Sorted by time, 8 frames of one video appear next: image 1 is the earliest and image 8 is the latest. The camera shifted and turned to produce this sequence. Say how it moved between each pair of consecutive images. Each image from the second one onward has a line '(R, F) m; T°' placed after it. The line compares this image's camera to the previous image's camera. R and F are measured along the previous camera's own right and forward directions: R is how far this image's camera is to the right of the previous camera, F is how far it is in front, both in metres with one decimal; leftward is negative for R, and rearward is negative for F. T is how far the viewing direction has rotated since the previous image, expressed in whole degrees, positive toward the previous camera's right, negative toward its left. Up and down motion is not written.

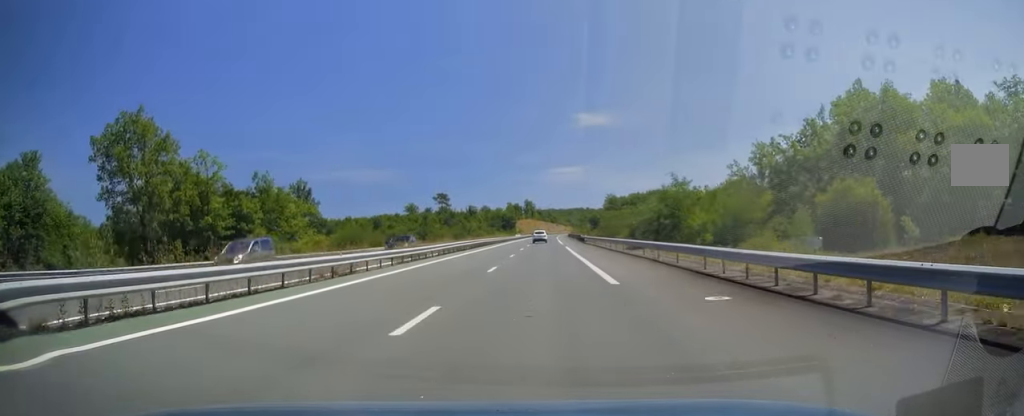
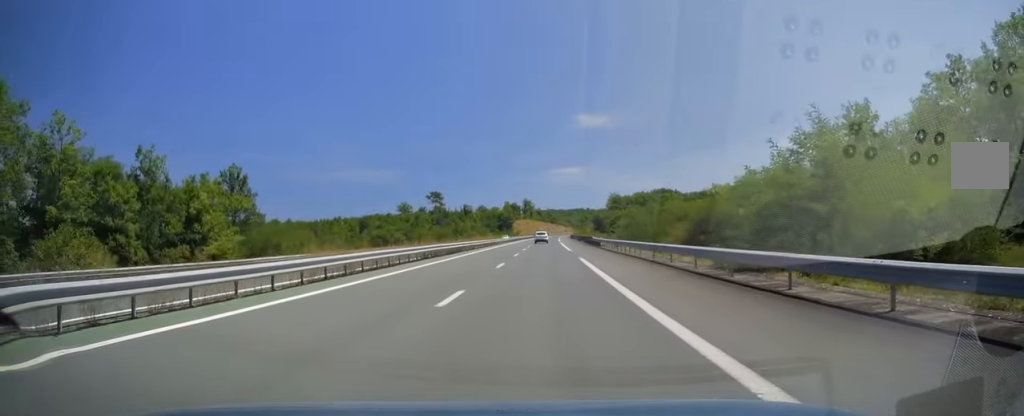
(+0.1, +22.6) m; 0°
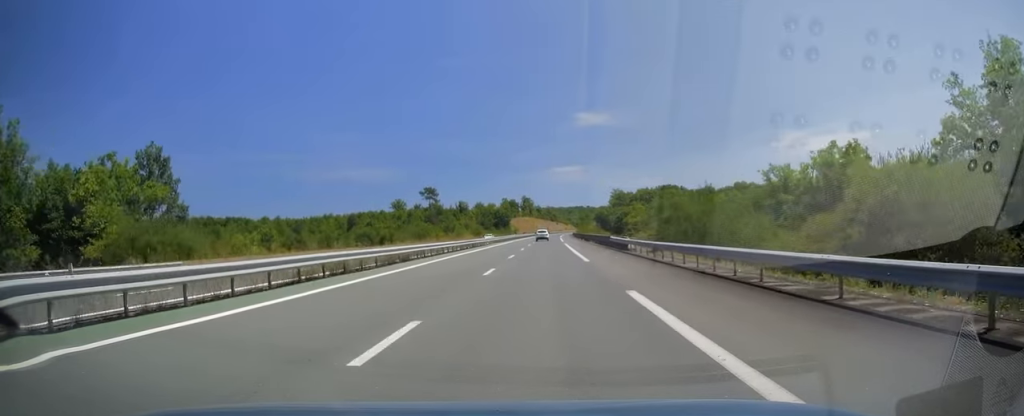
(+0.2, +18.2) m; 0°
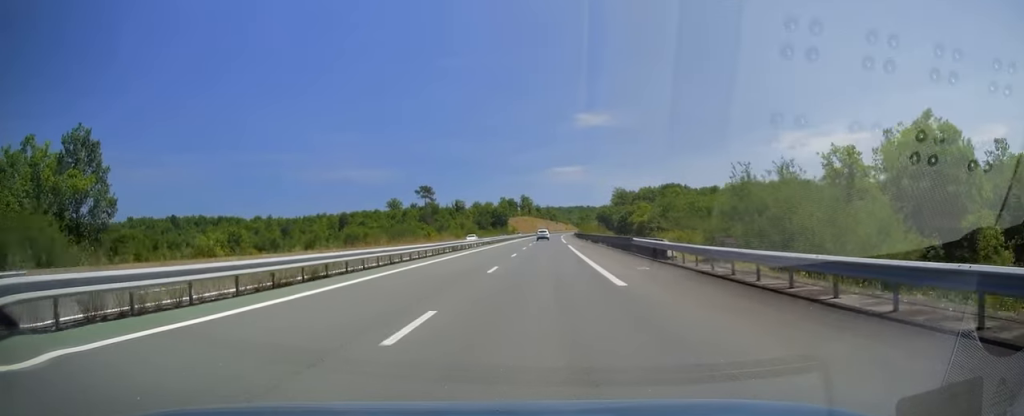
(-0.2, +11.8) m; 0°
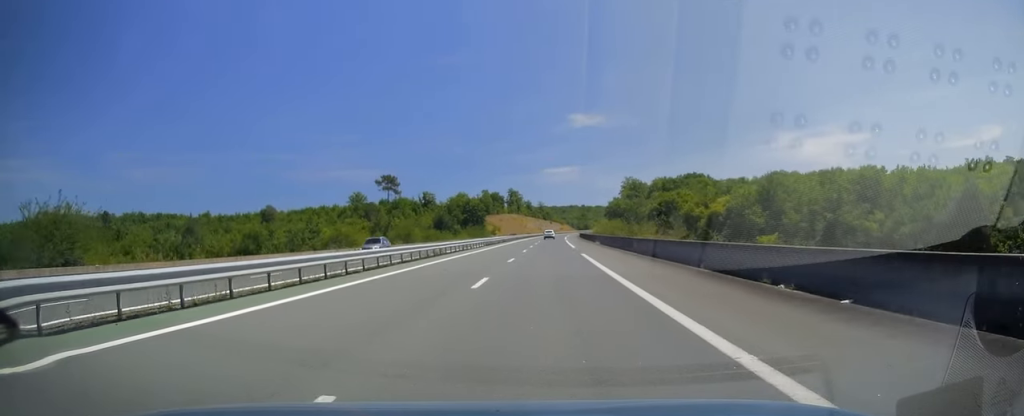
(+0.3, +70.5) m; +1°
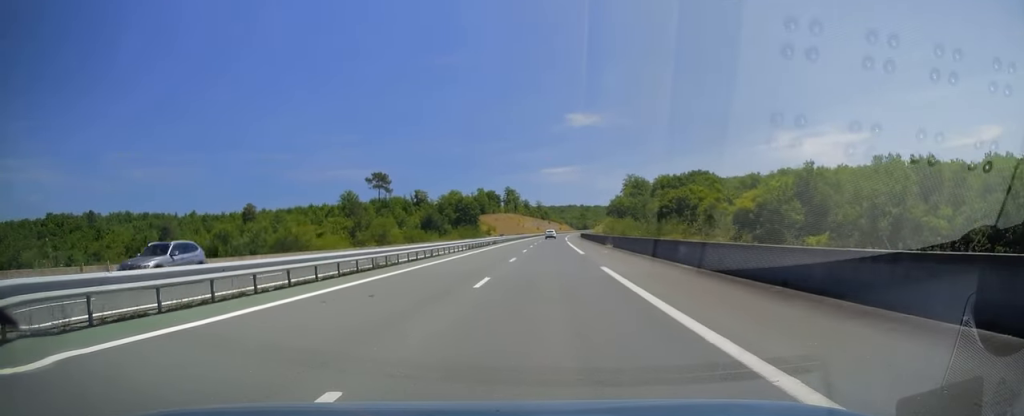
(0.0, +12.8) m; 0°
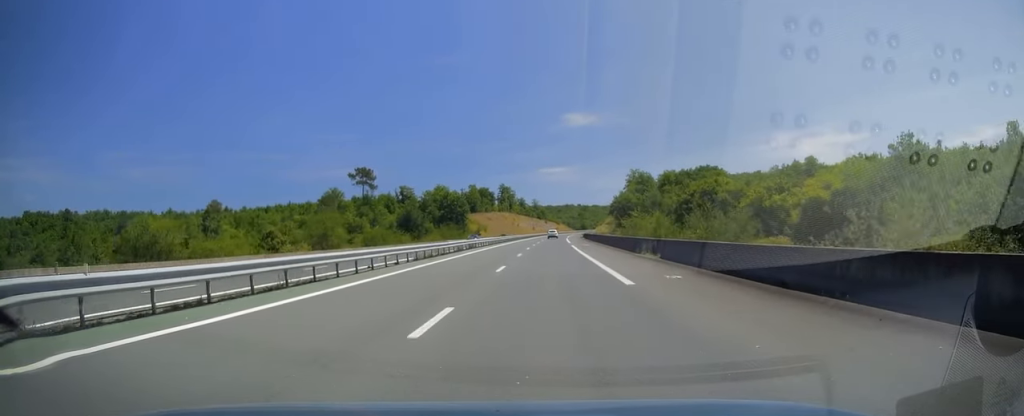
(0.0, +20.2) m; 0°
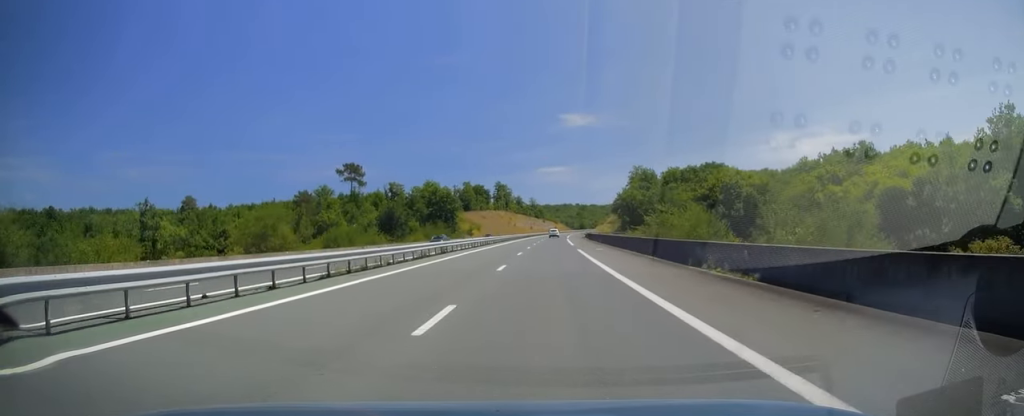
(0.0, +12.8) m; 0°
